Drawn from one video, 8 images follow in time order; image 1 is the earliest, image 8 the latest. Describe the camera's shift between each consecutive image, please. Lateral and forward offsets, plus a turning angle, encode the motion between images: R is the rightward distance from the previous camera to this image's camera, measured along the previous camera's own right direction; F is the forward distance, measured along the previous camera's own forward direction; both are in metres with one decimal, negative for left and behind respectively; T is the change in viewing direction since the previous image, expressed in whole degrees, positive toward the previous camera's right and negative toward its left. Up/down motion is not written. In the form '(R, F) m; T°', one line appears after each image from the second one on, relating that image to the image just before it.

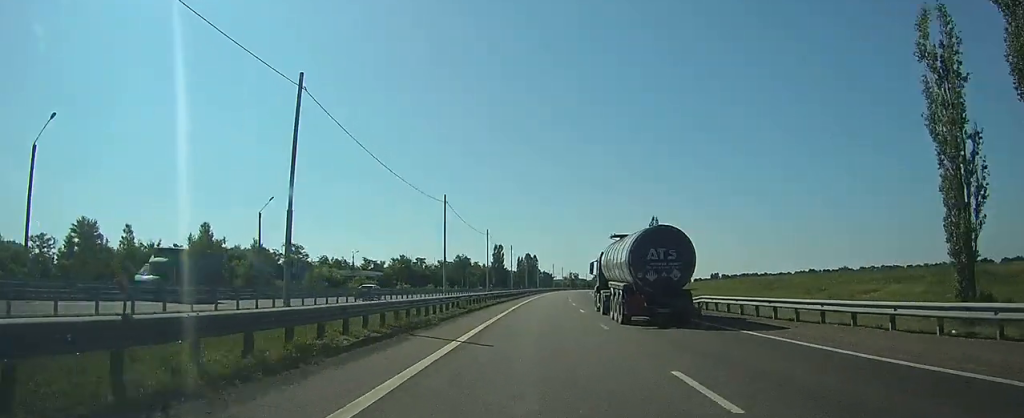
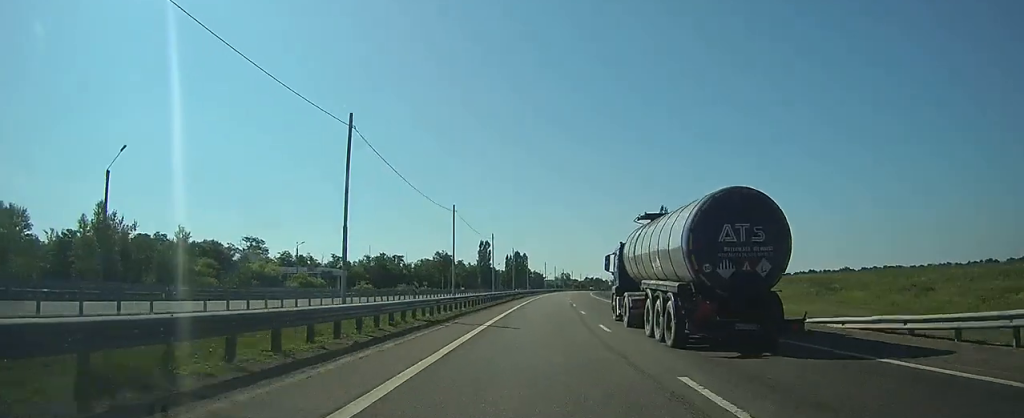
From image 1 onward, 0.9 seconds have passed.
(+0.3, +24.5) m; +1°
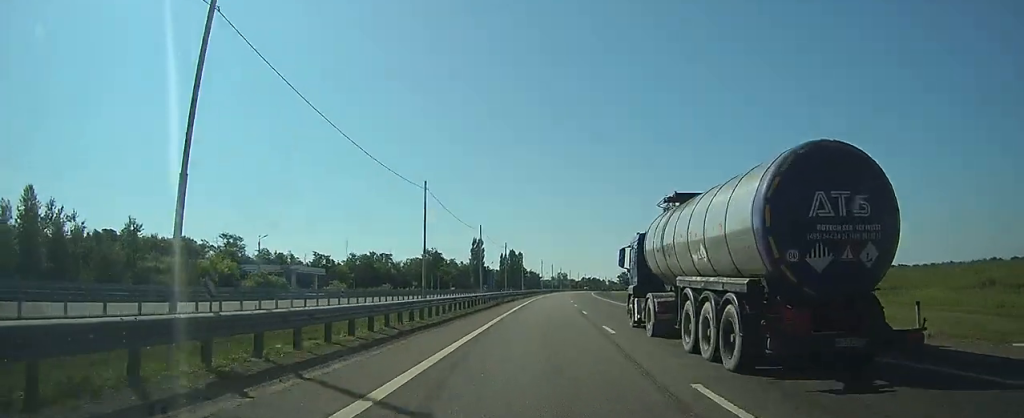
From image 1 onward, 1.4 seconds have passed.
(+0.1, +12.6) m; 0°
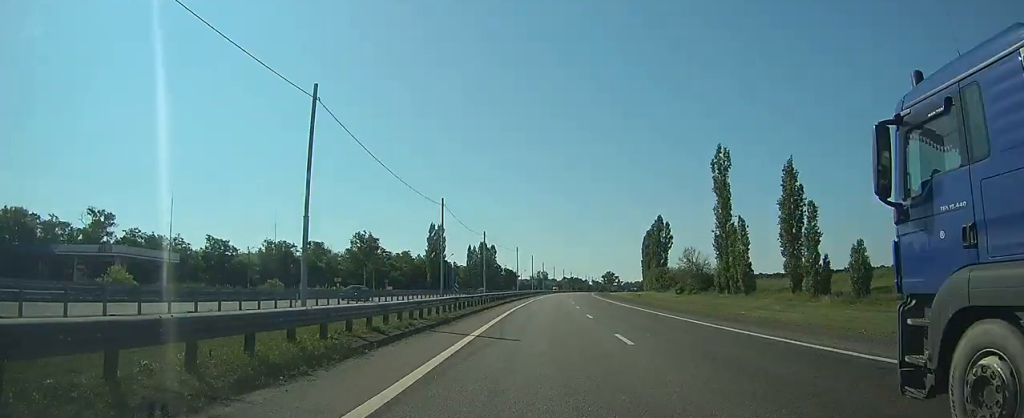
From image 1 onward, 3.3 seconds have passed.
(+0.7, +51.3) m; +2°
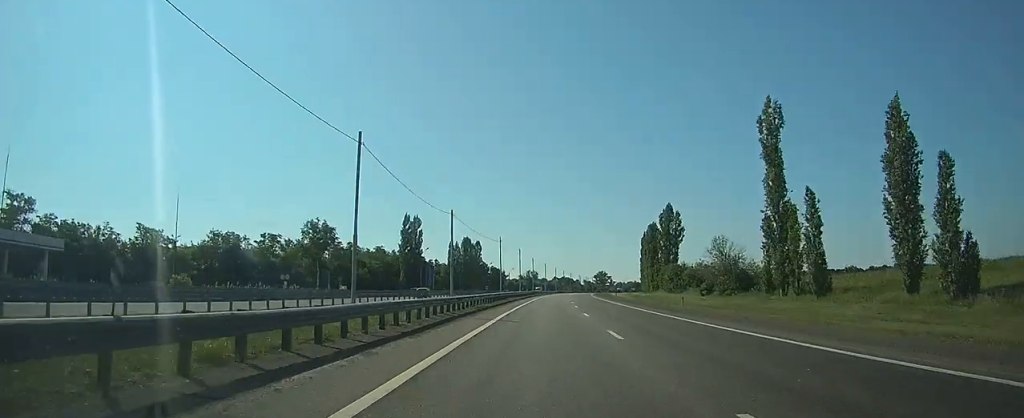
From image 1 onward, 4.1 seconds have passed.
(+0.2, +22.4) m; +1°
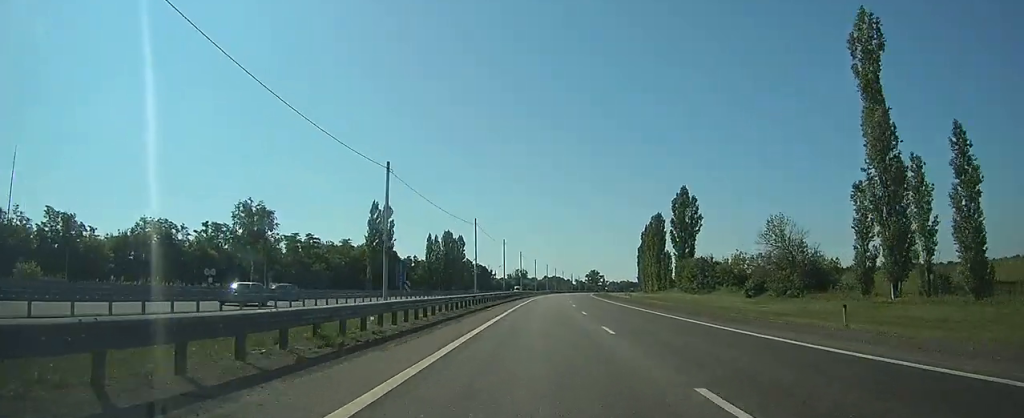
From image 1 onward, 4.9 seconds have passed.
(+0.2, +22.5) m; +1°
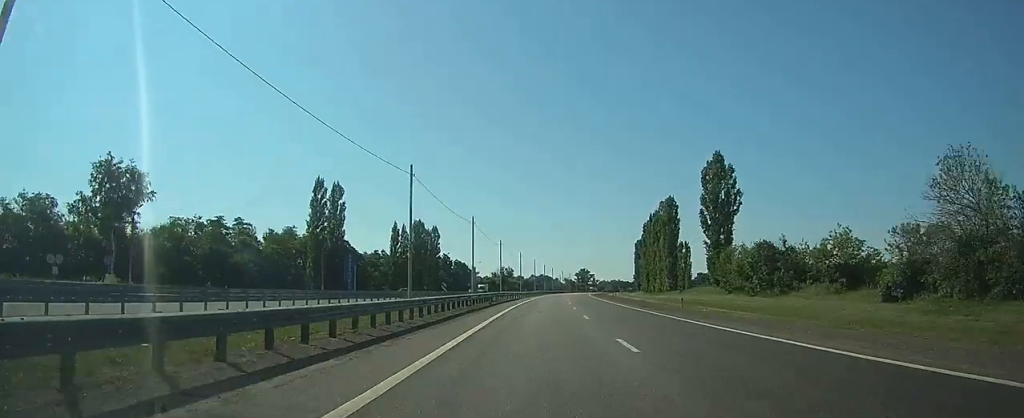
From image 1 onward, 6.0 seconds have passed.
(+0.3, +28.8) m; +1°
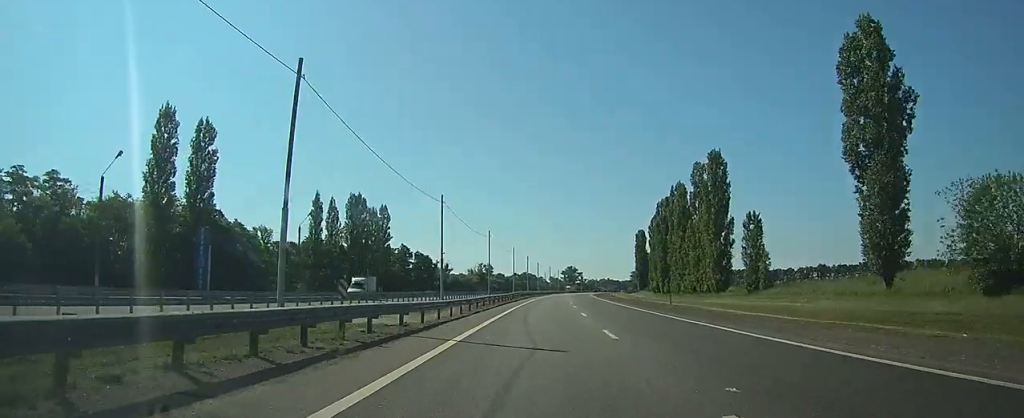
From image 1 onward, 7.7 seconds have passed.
(+0.5, +45.0) m; +1°
